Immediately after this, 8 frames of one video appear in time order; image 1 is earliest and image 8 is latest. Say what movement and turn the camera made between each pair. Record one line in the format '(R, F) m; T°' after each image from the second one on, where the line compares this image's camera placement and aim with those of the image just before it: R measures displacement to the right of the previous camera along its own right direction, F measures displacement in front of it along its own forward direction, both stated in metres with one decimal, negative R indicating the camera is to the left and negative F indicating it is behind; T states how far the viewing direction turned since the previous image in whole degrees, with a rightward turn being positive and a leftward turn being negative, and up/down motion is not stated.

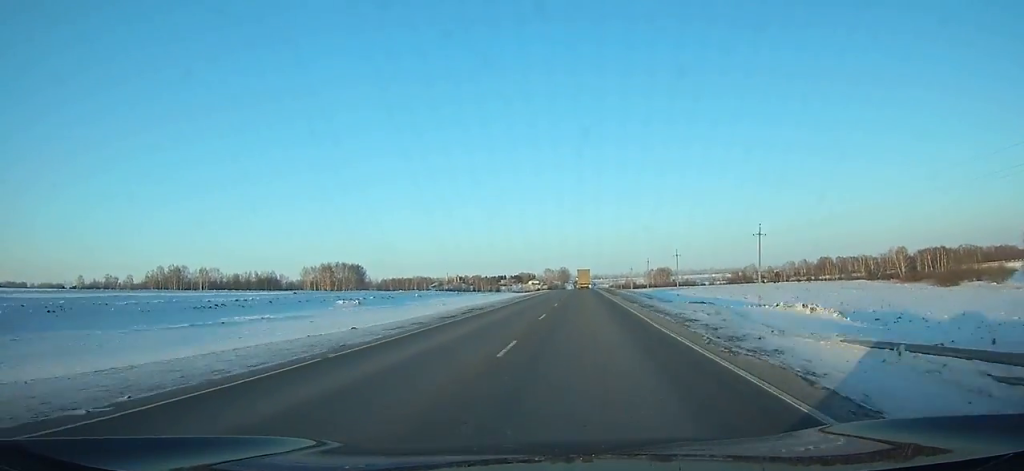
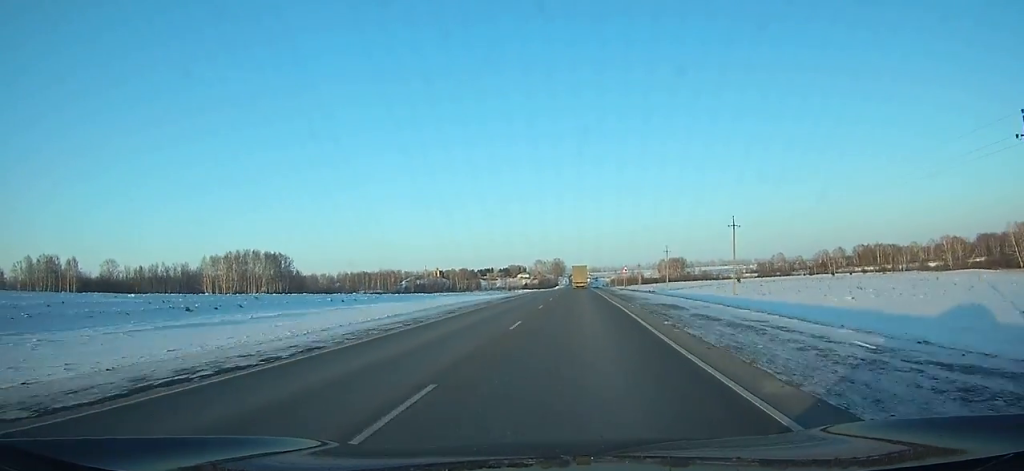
(+0.1, +101.0) m; 0°
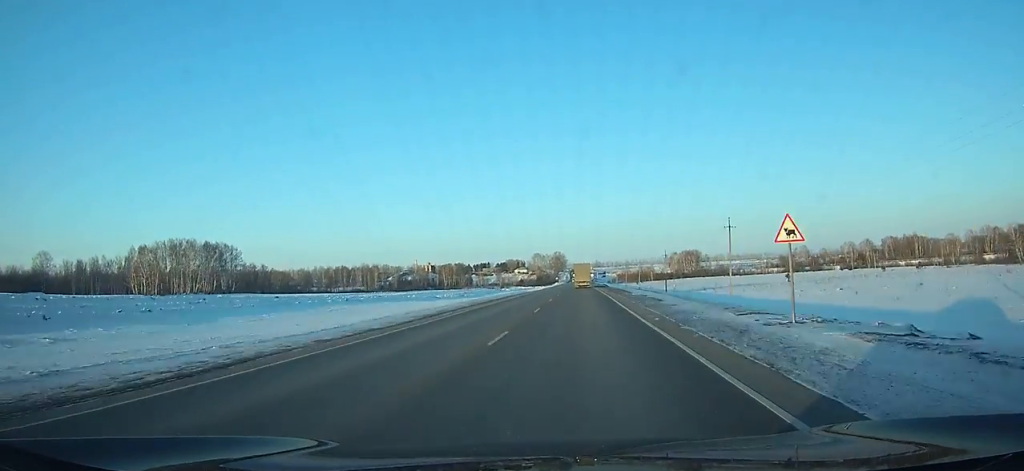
(-0.2, +51.8) m; 0°
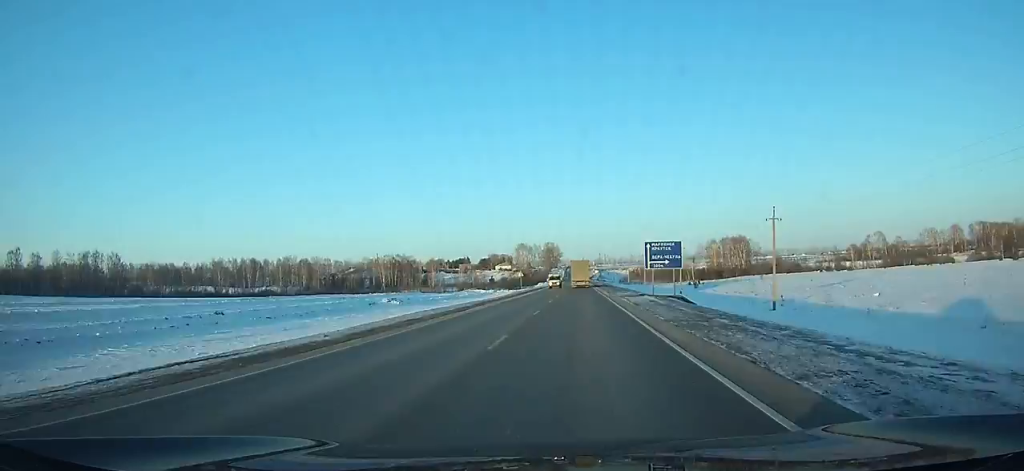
(-0.1, +136.2) m; 0°
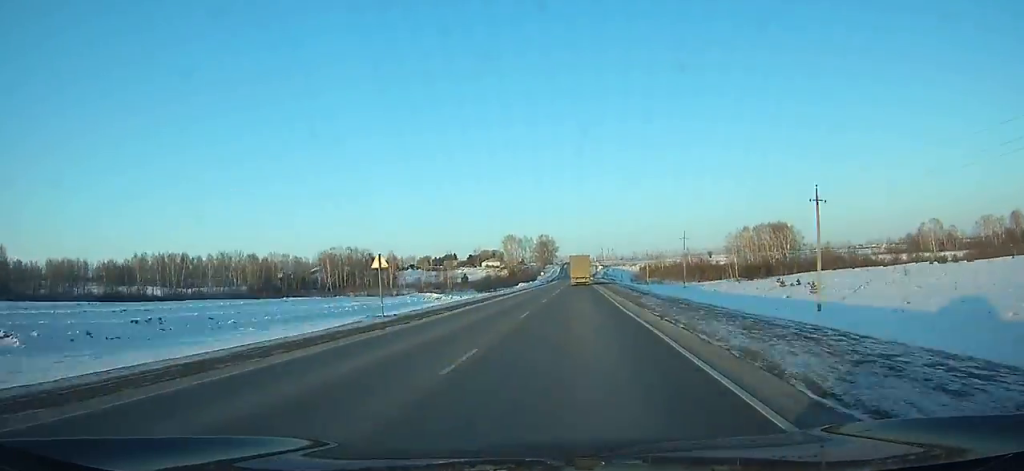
(+0.2, +63.1) m; 0°
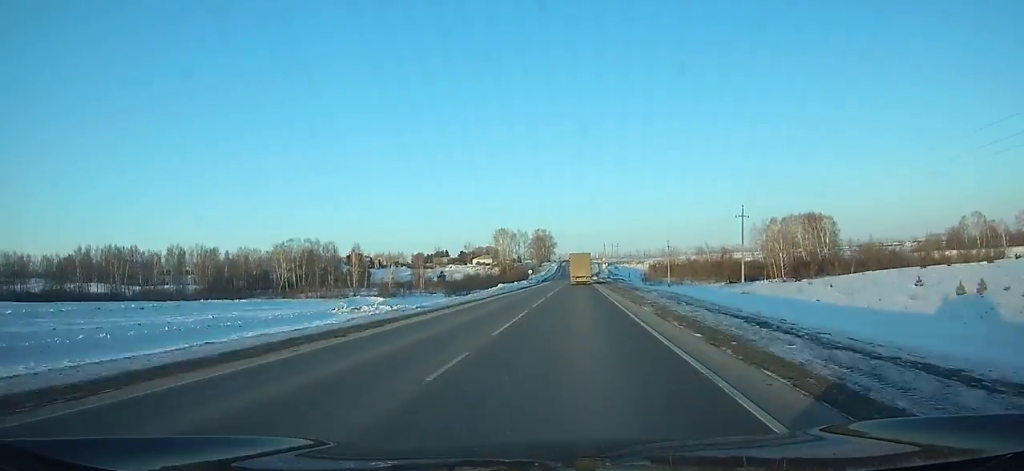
(+0.1, +36.2) m; 0°
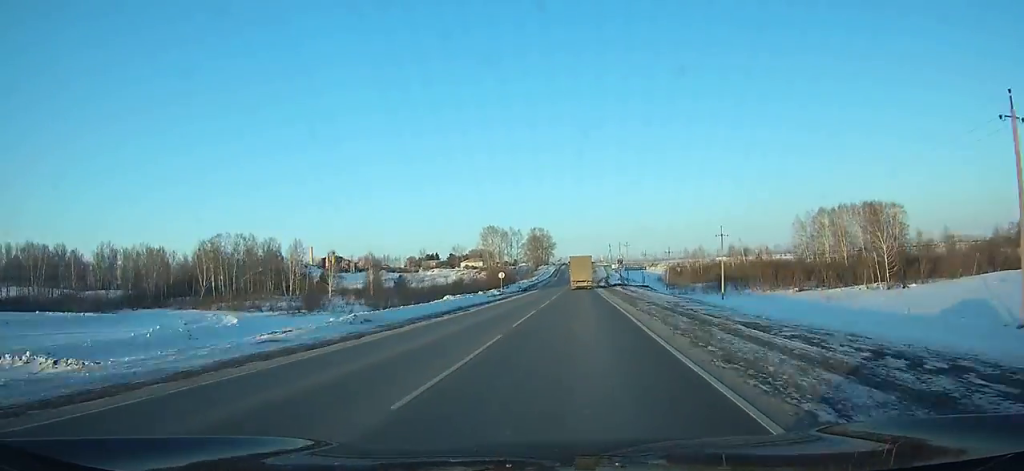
(-0.1, +43.2) m; 0°
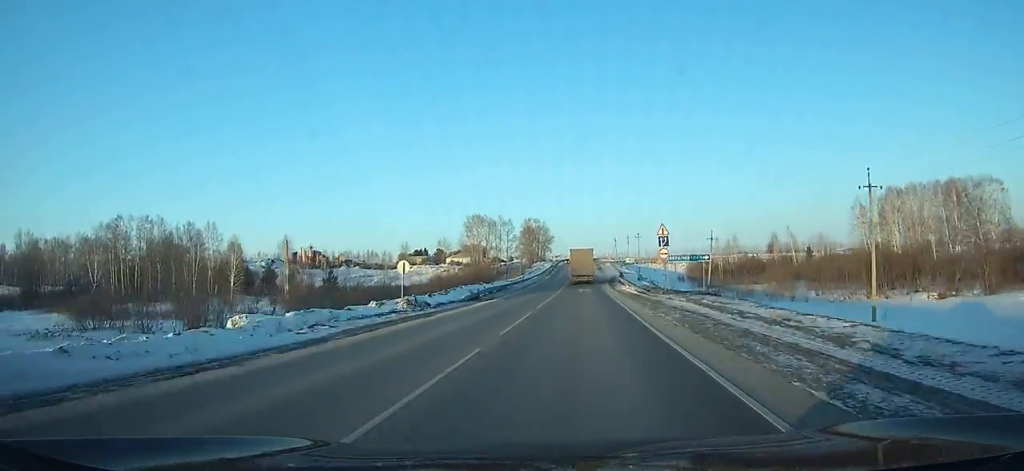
(-0.1, +40.4) m; 0°
